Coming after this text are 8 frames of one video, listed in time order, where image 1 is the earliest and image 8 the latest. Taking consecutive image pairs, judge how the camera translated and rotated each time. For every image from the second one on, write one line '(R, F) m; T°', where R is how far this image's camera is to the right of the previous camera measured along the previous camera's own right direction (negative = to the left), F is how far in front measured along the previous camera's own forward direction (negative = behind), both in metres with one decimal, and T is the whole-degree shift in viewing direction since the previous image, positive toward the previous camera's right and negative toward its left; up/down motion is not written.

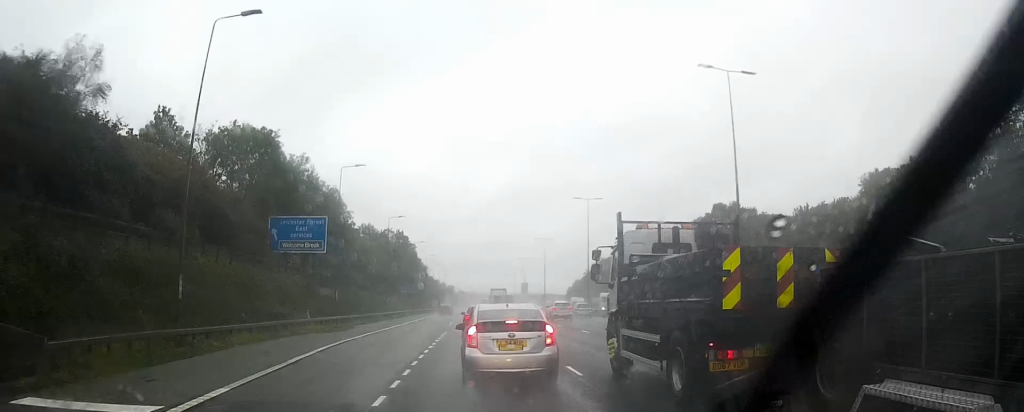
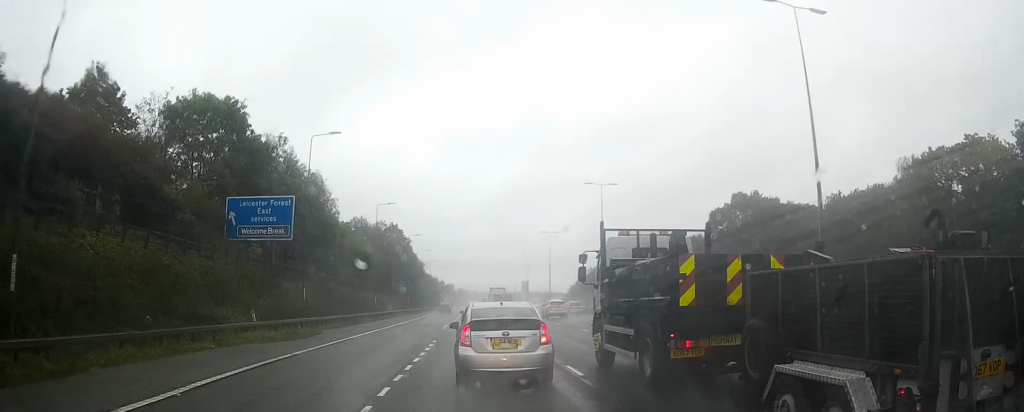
(0.0, +9.0) m; 0°
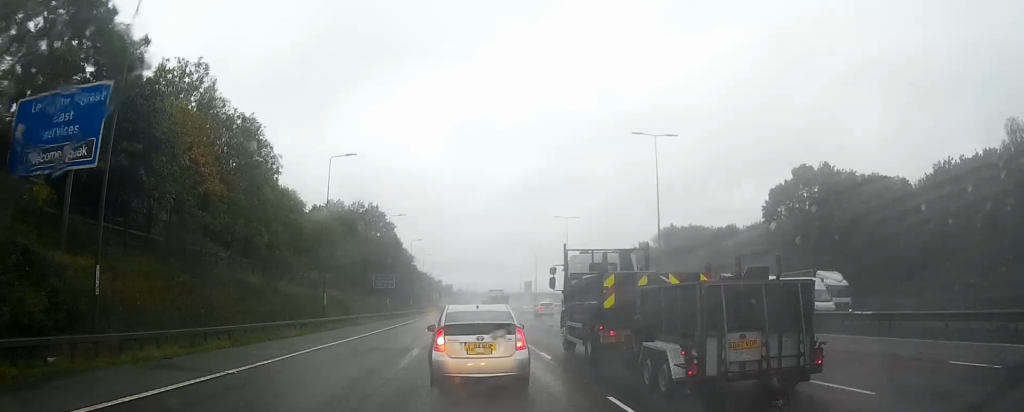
(+0.1, +22.4) m; 0°
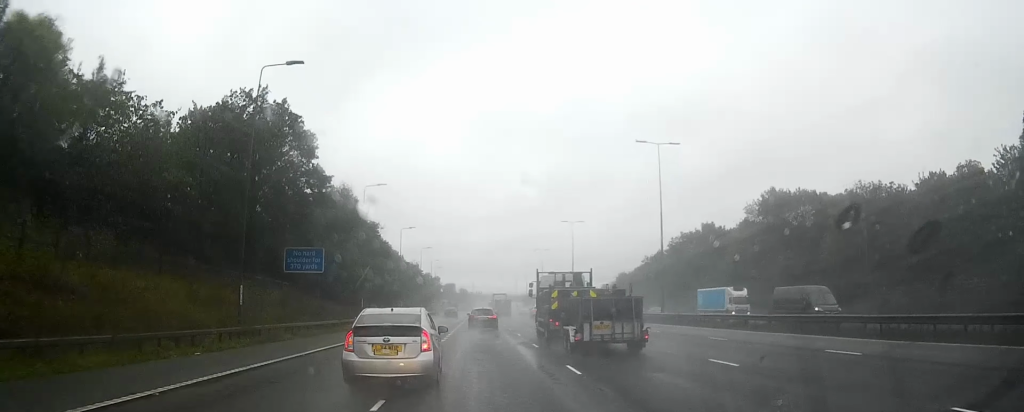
(-0.5, +49.1) m; 0°
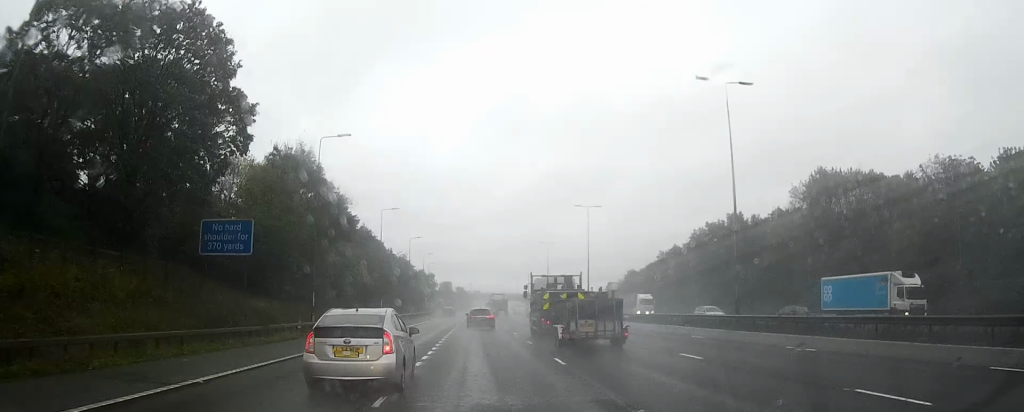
(+0.1, +15.7) m; 0°
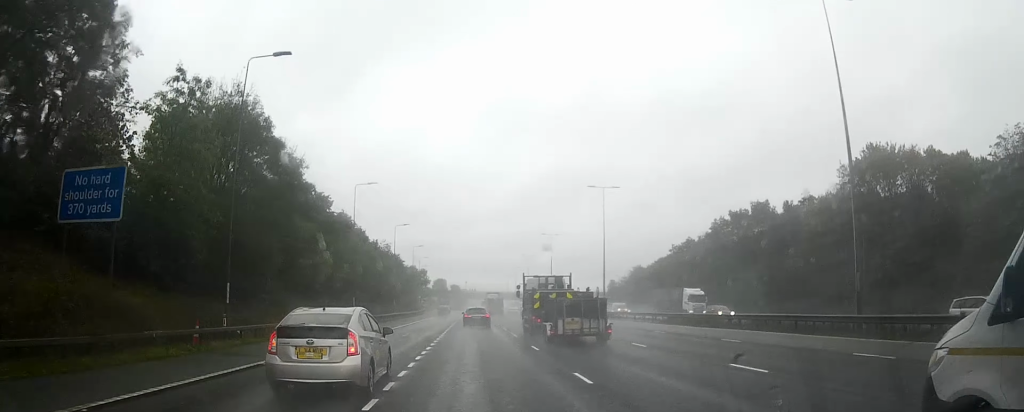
(+0.2, +13.2) m; 0°
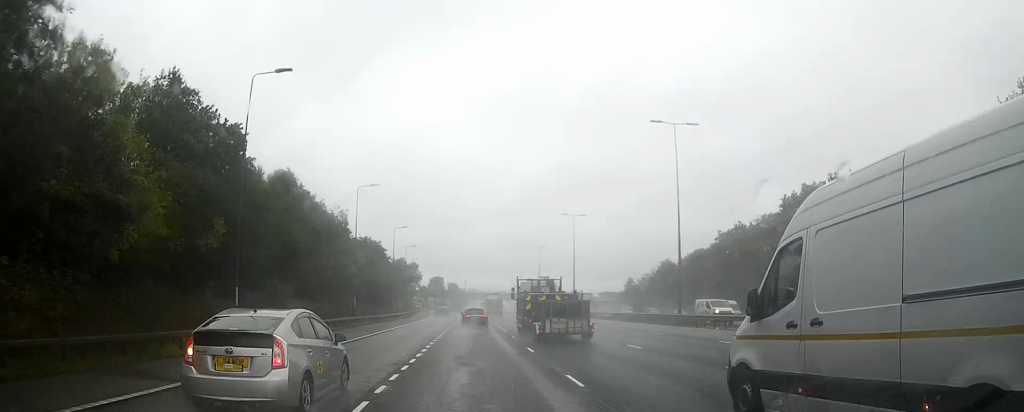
(-0.1, +27.8) m; 0°
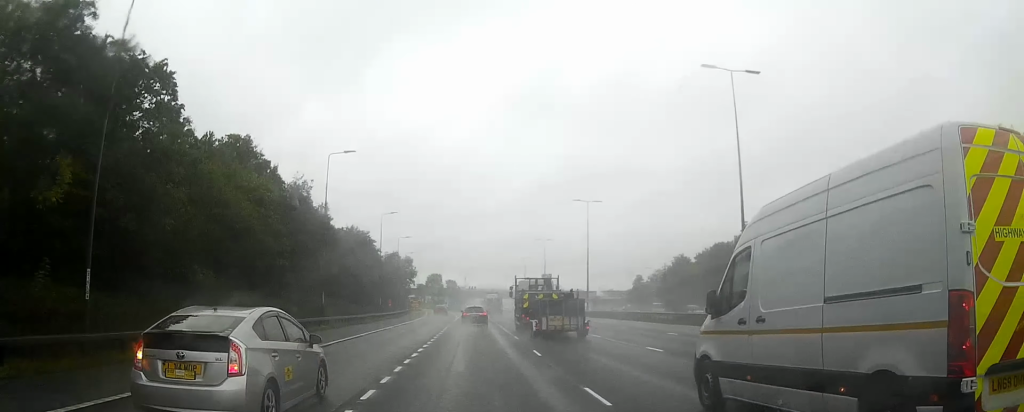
(0.0, +11.8) m; 0°
